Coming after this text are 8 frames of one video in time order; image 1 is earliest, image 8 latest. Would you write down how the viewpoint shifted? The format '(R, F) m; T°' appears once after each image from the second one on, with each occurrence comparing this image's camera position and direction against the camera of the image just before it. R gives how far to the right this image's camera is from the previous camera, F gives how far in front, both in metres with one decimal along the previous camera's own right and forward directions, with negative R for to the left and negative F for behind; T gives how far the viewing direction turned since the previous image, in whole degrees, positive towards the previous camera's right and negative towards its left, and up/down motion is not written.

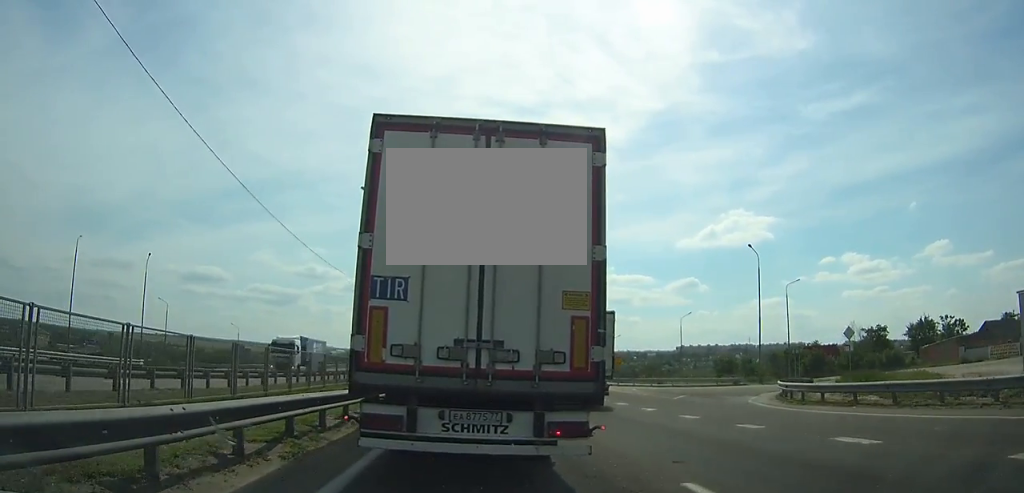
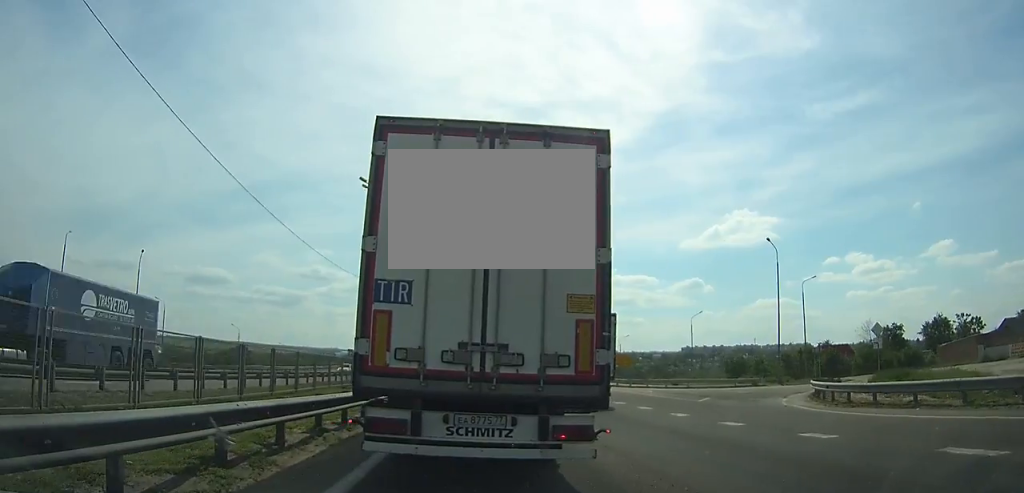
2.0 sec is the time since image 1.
(0.0, +3.0) m; +1°
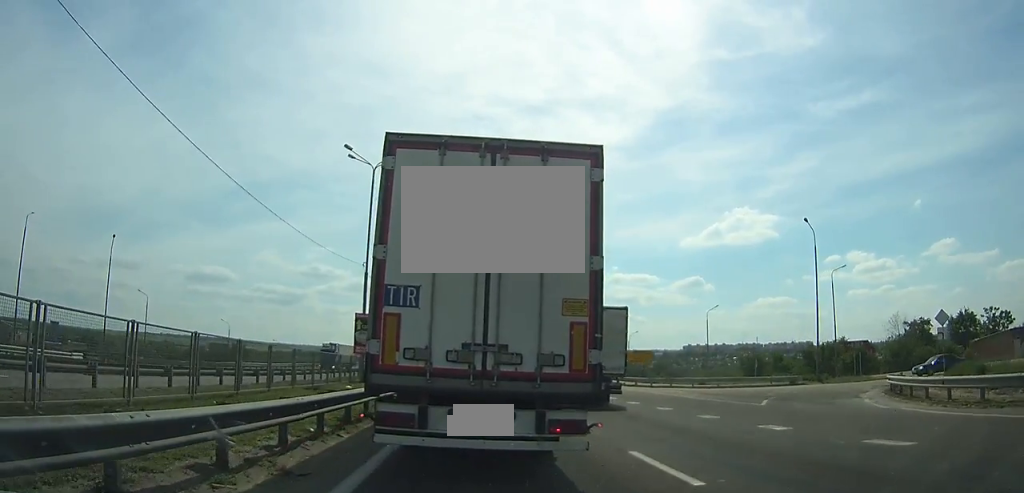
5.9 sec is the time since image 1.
(+0.1, +5.2) m; +3°
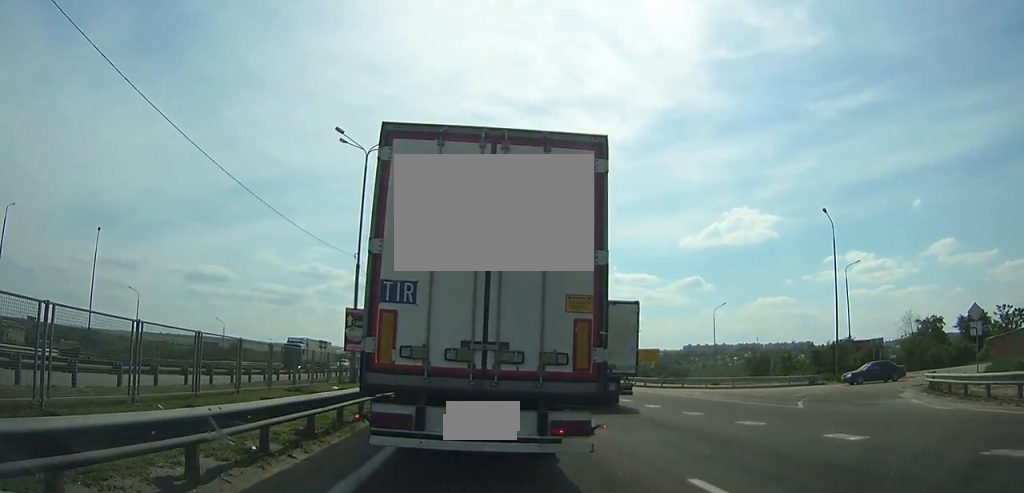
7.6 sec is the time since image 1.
(0.0, +2.1) m; +1°
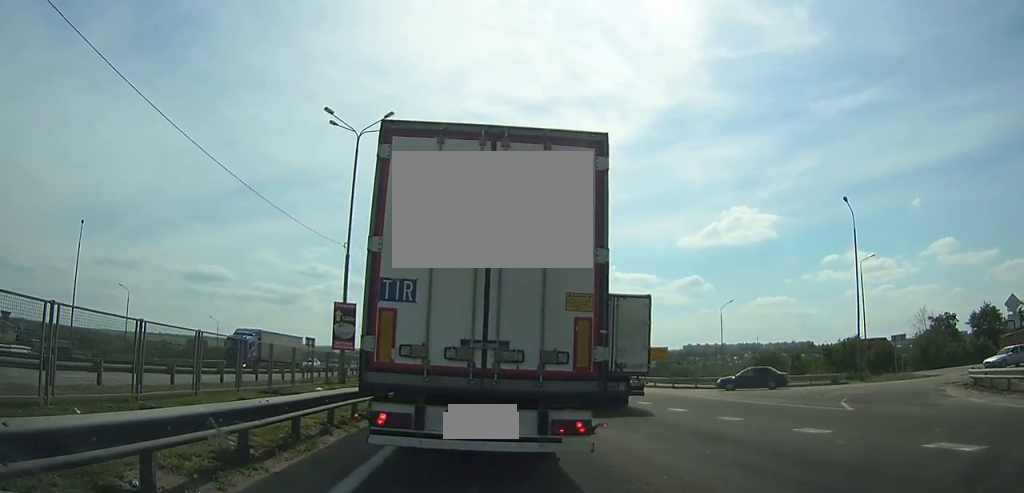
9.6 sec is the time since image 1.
(0.0, +2.3) m; -1°
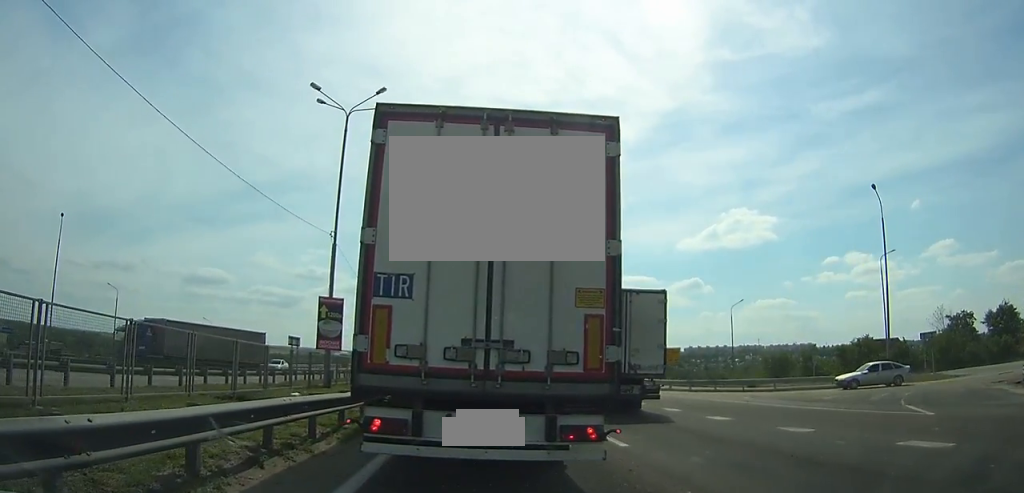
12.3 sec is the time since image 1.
(0.0, +3.0) m; -2°
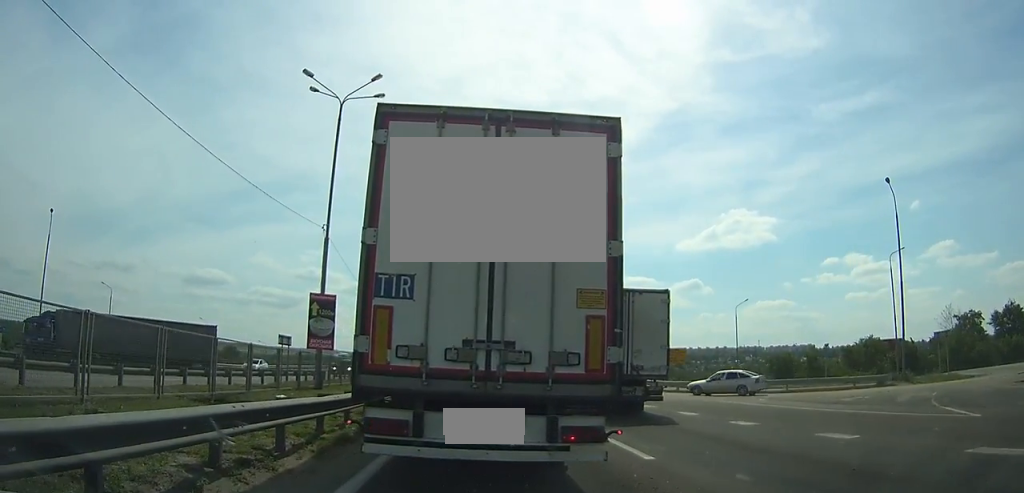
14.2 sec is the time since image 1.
(-0.1, +2.0) m; -1°
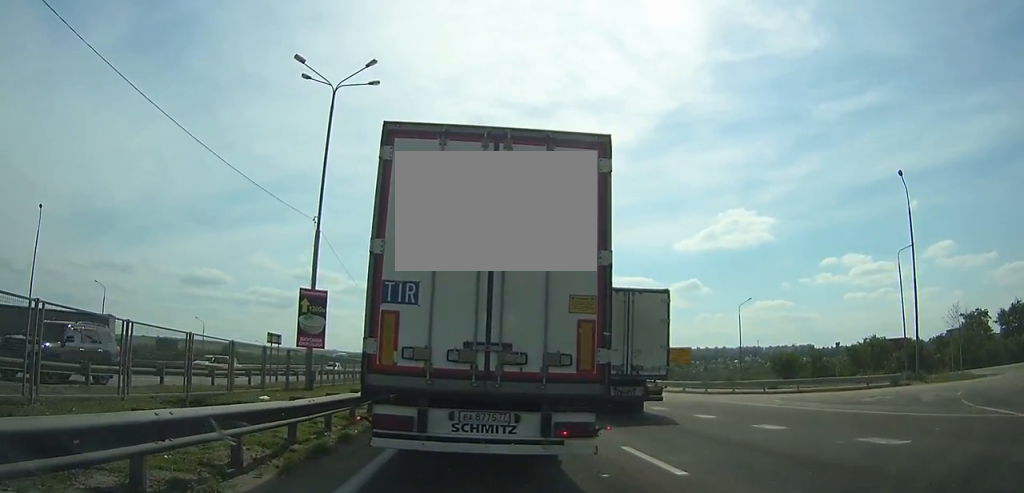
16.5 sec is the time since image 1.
(+0.1, +2.4) m; +1°
